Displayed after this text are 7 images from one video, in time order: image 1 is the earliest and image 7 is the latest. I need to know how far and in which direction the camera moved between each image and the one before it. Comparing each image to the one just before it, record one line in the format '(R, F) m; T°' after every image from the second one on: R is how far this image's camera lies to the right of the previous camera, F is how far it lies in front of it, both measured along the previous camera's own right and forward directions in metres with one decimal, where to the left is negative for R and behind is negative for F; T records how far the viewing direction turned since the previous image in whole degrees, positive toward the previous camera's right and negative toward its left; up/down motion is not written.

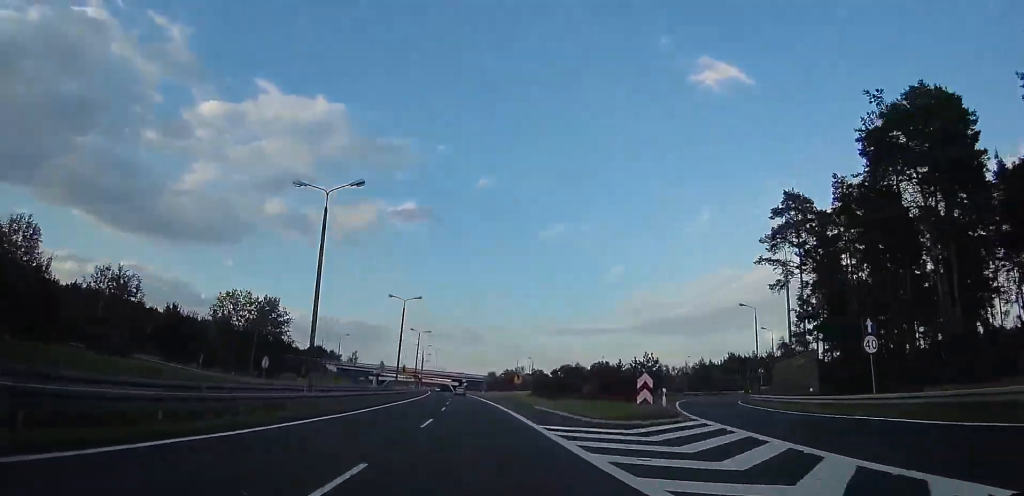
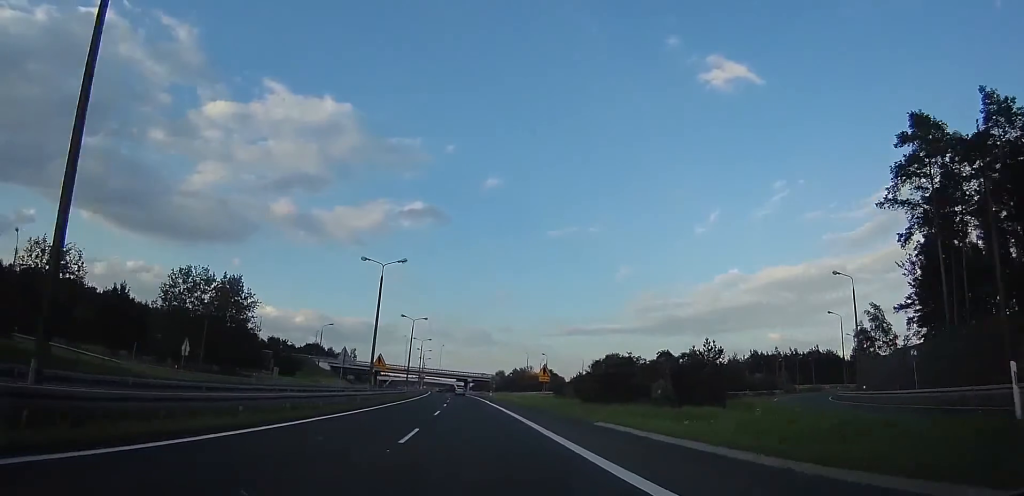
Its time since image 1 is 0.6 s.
(-0.2, +16.0) m; 0°
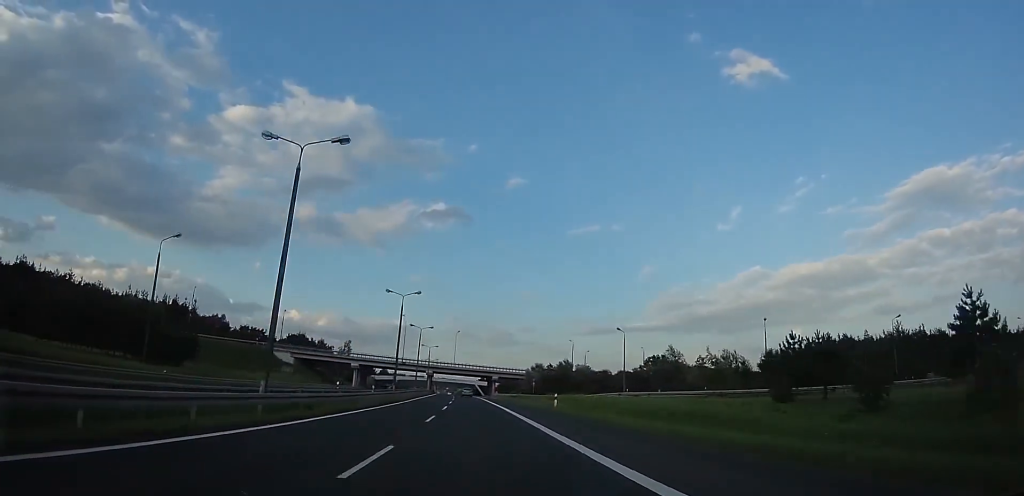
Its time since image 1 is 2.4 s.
(+0.7, +50.7) m; 0°
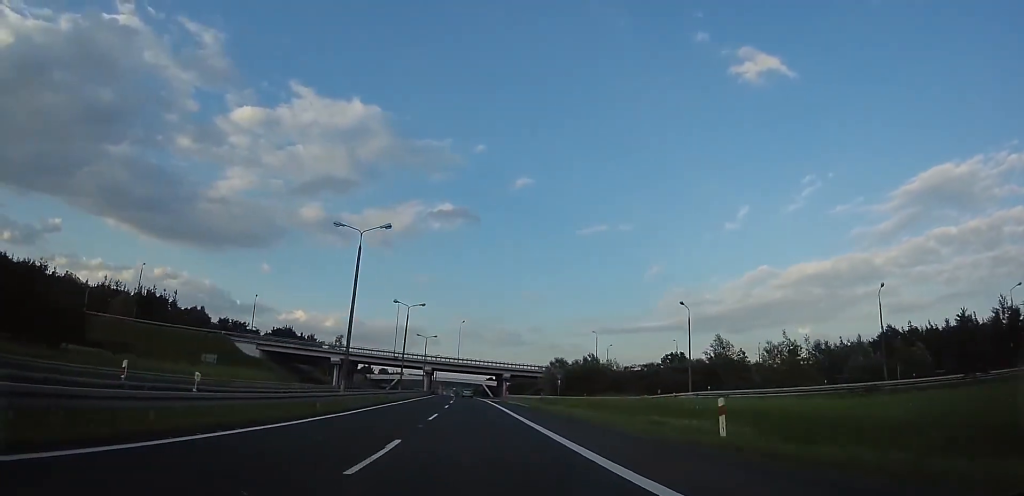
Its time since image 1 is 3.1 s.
(-0.4, +21.6) m; -3°
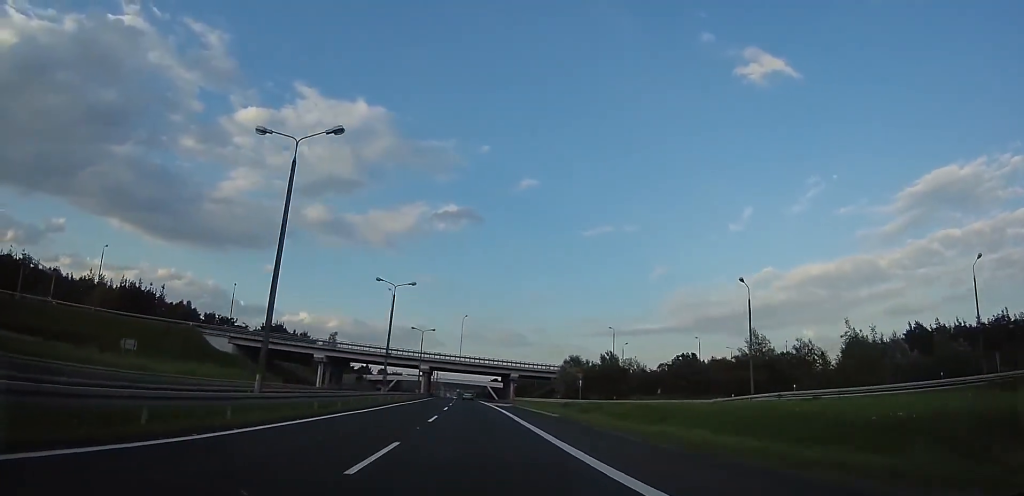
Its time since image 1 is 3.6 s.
(-0.1, +12.2) m; -1°
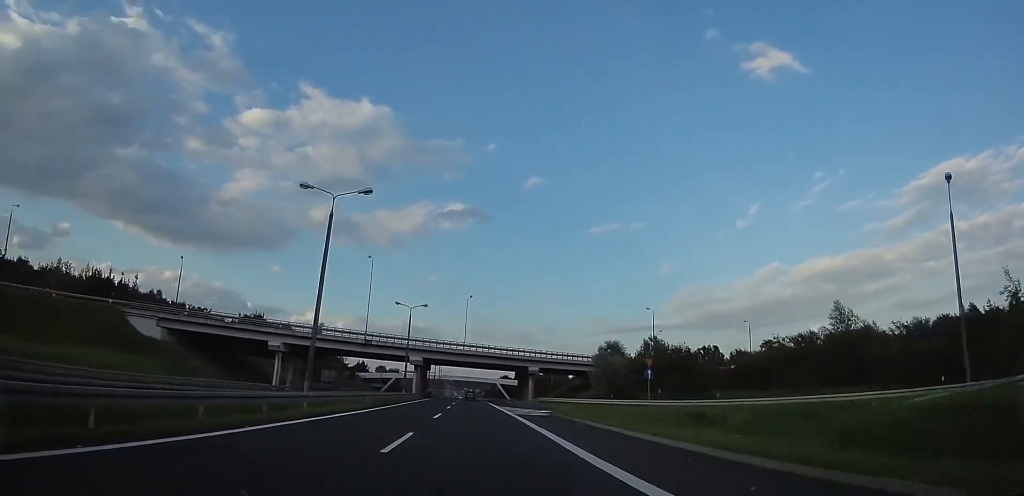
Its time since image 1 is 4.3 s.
(-0.8, +21.7) m; -2°
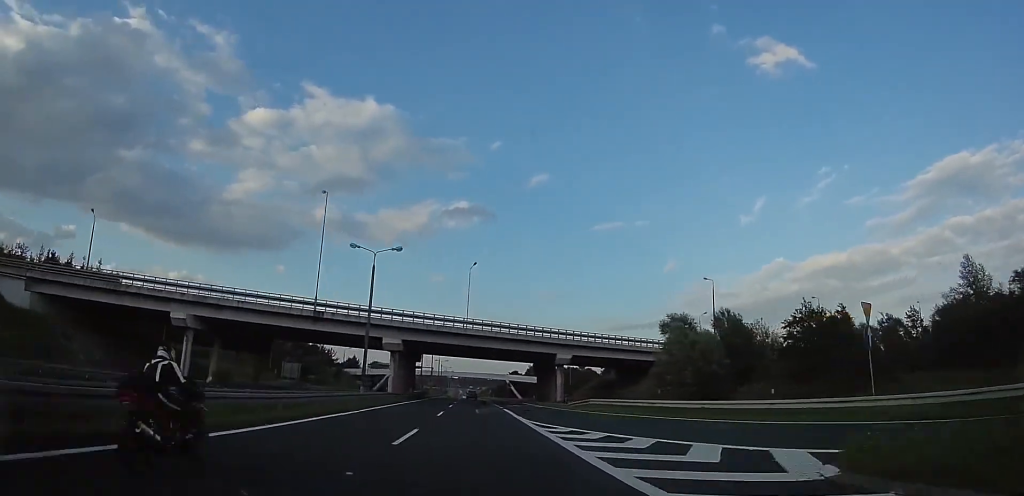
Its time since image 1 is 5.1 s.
(0.0, +22.7) m; +2°
